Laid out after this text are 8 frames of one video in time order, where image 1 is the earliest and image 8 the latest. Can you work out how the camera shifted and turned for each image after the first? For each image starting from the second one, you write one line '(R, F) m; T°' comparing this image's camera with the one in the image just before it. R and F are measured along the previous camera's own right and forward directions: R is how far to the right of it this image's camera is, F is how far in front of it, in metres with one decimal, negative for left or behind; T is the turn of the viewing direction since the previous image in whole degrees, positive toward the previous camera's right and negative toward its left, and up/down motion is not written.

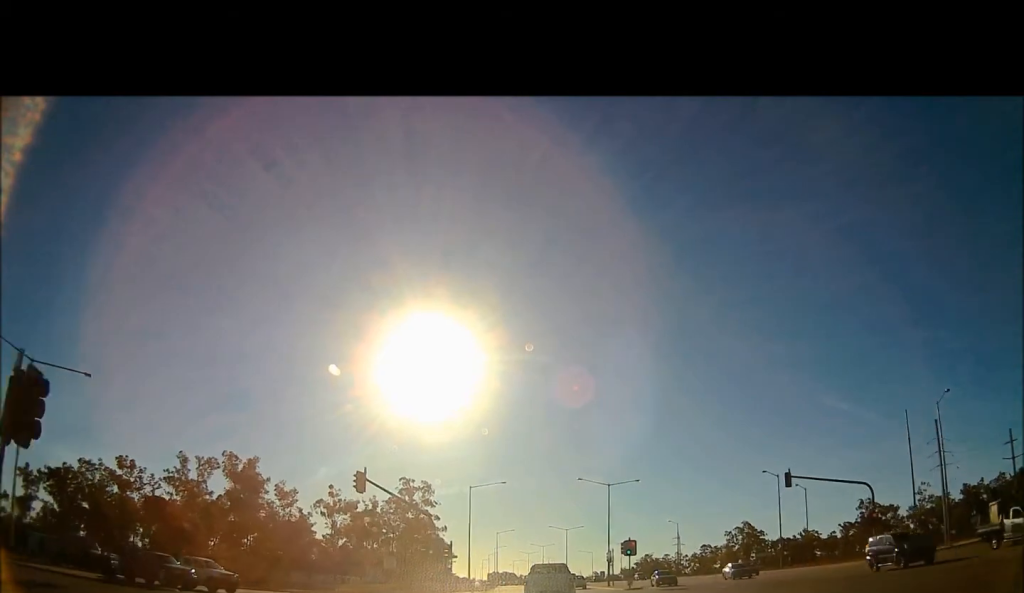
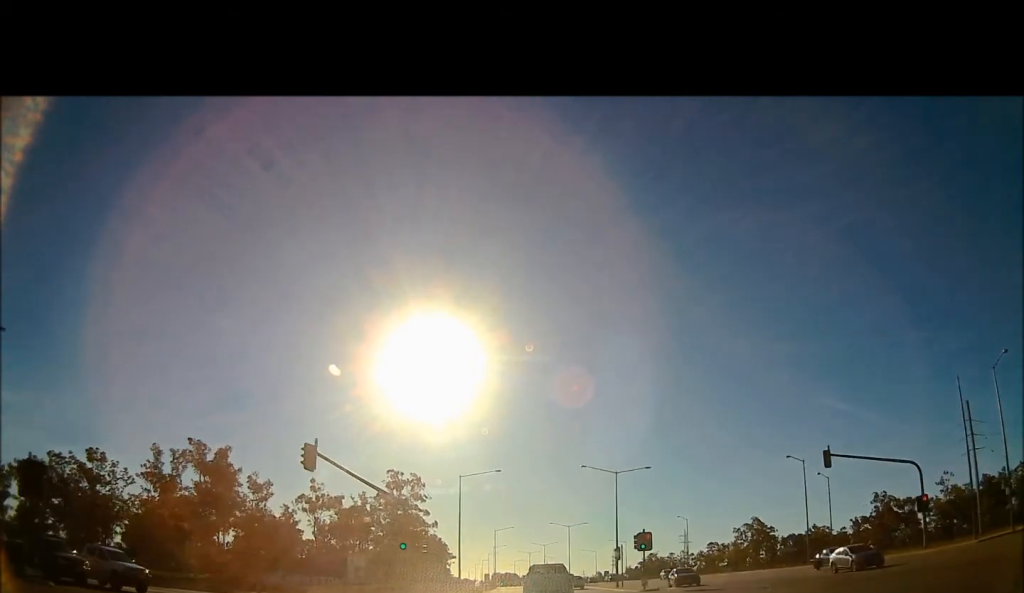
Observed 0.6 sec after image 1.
(0.0, +9.1) m; 0°
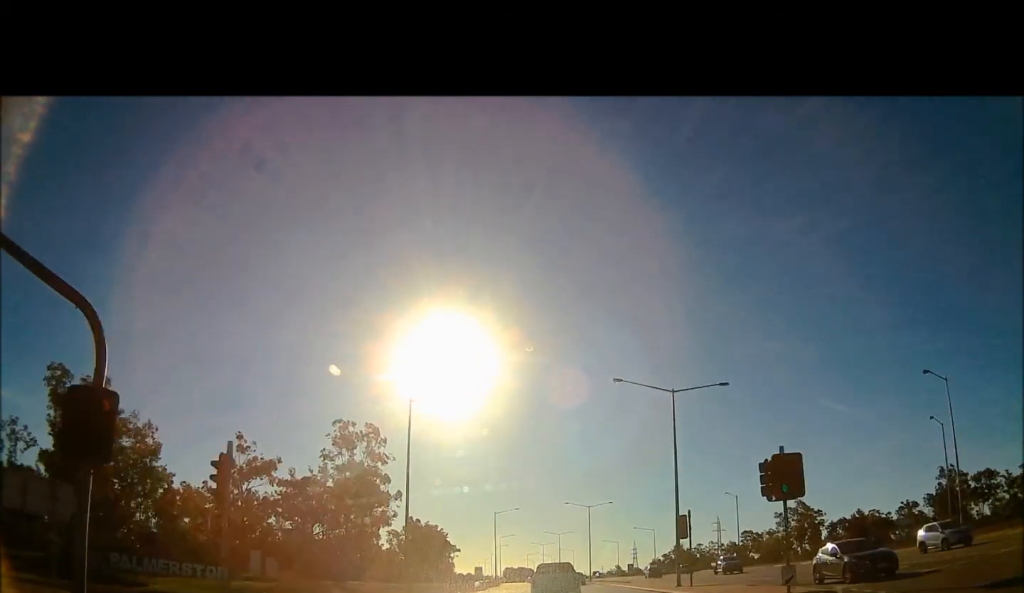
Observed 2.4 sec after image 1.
(-0.4, +29.5) m; -1°
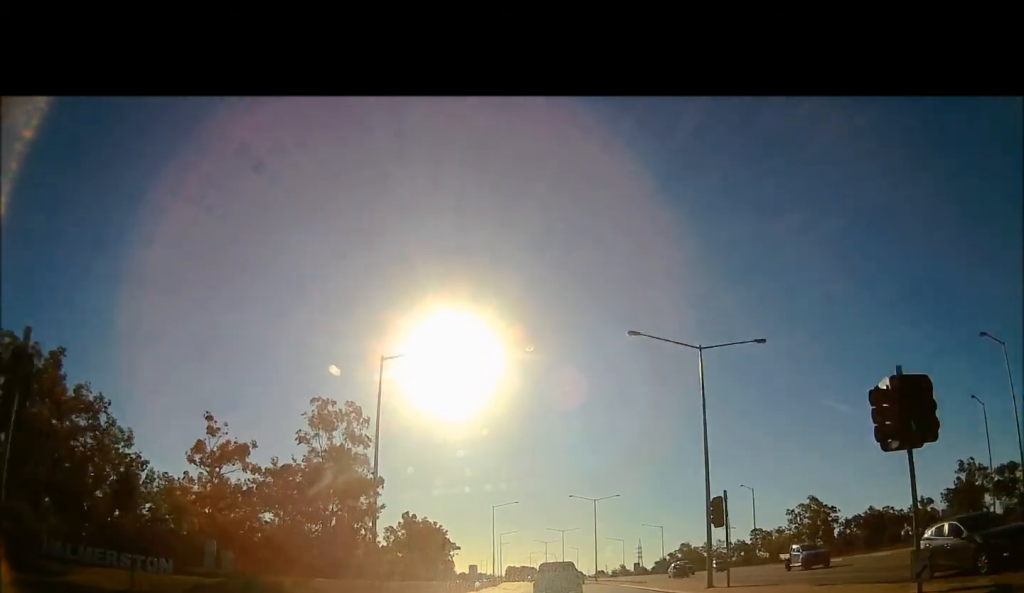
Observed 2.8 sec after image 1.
(0.0, +8.6) m; 0°
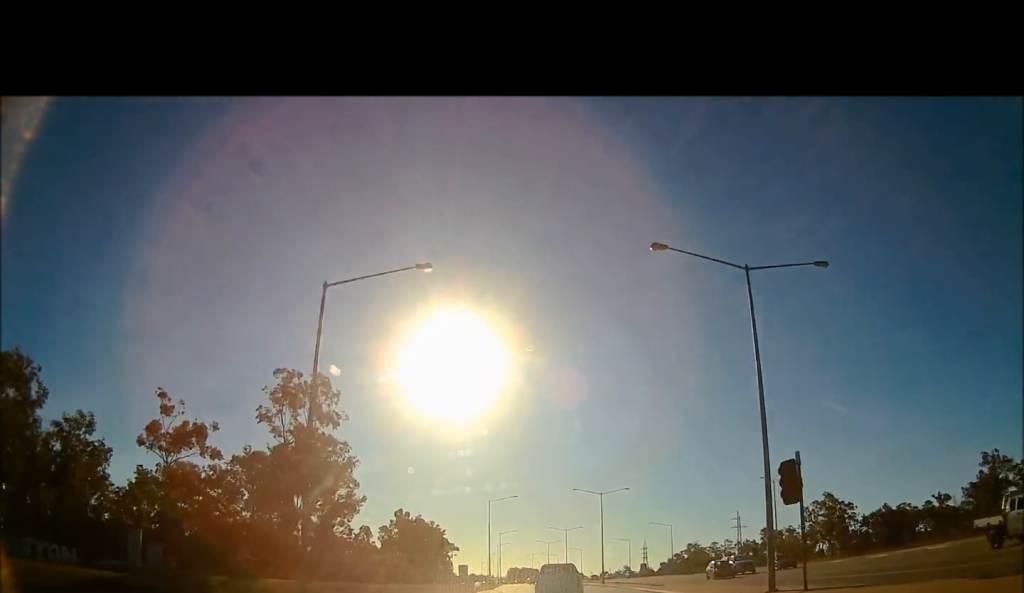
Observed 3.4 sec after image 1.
(0.0, +10.6) m; 0°
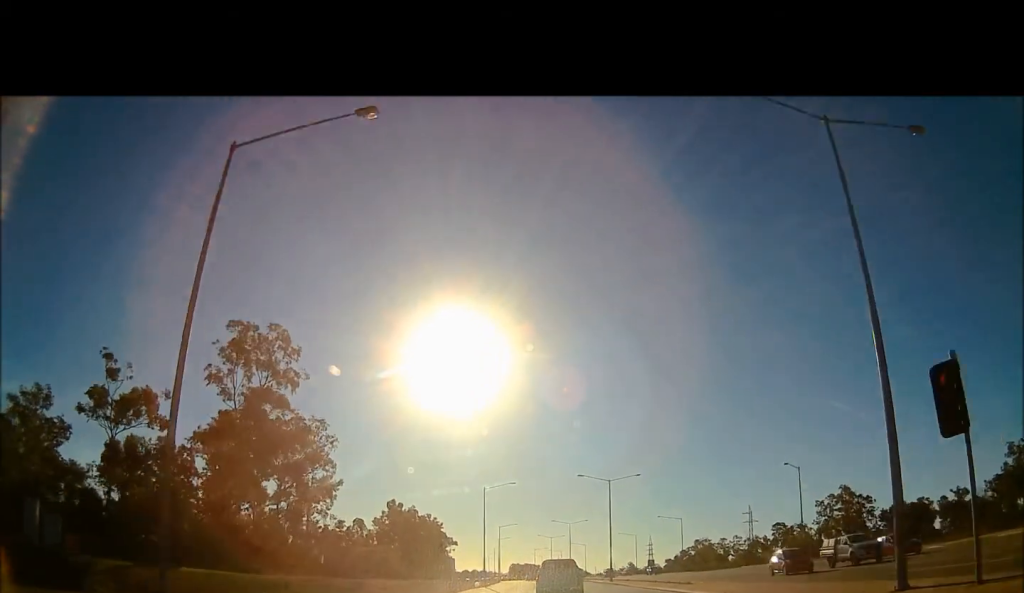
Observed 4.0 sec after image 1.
(0.0, +11.4) m; 0°
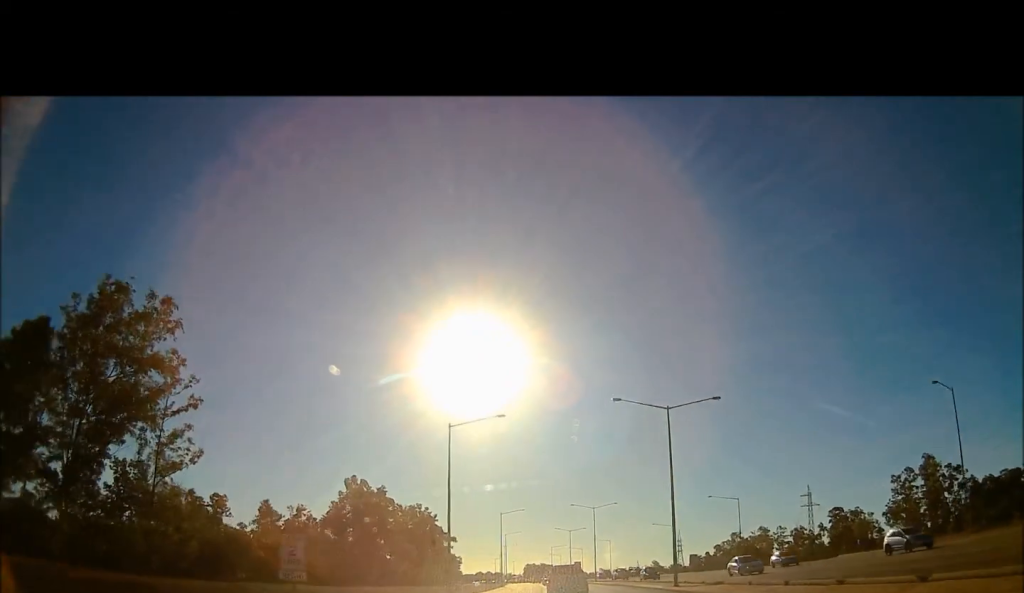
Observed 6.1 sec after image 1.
(-0.5, +41.2) m; -3°
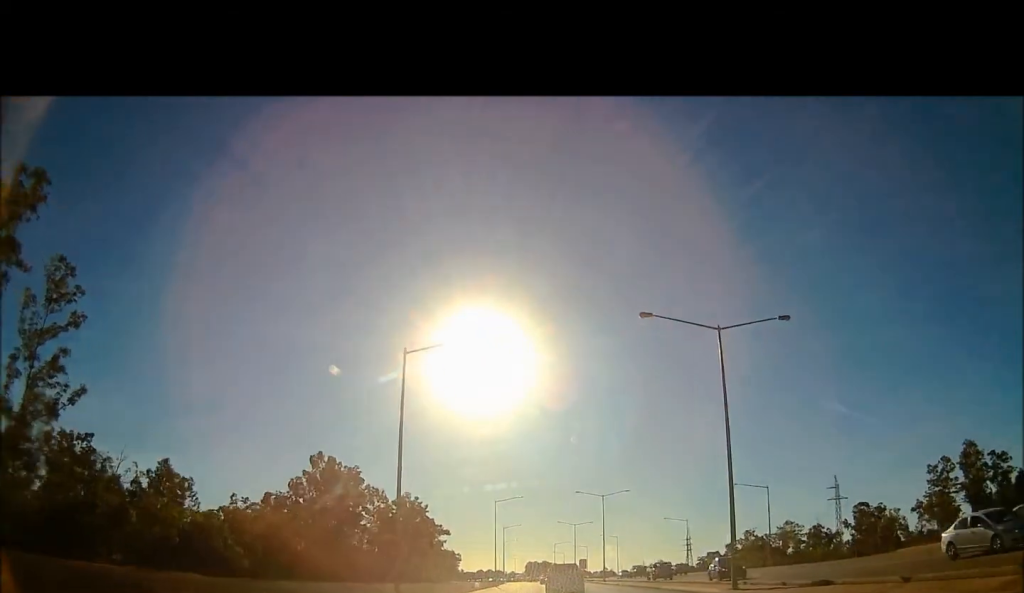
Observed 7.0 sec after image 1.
(-0.2, +15.2) m; -1°
